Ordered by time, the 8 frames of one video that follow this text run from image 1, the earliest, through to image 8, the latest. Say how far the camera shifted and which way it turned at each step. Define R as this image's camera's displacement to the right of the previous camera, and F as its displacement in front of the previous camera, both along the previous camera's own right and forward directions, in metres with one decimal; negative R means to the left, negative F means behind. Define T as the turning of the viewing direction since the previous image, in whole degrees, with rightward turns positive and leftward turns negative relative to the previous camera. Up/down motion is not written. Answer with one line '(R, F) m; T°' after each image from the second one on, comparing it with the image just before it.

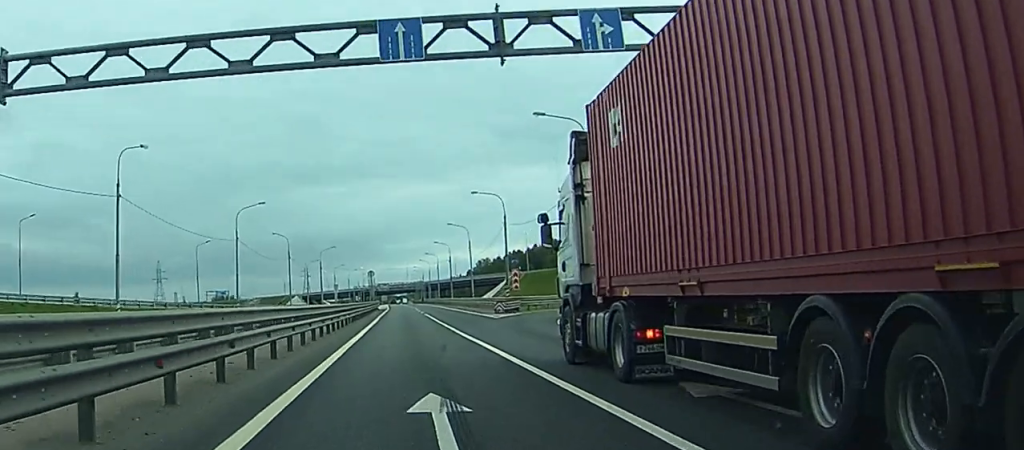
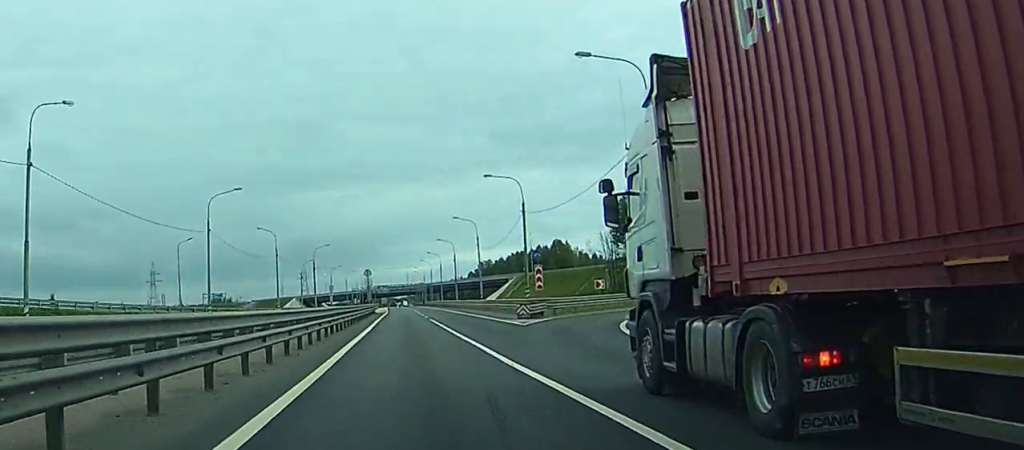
(0.0, +12.5) m; 0°
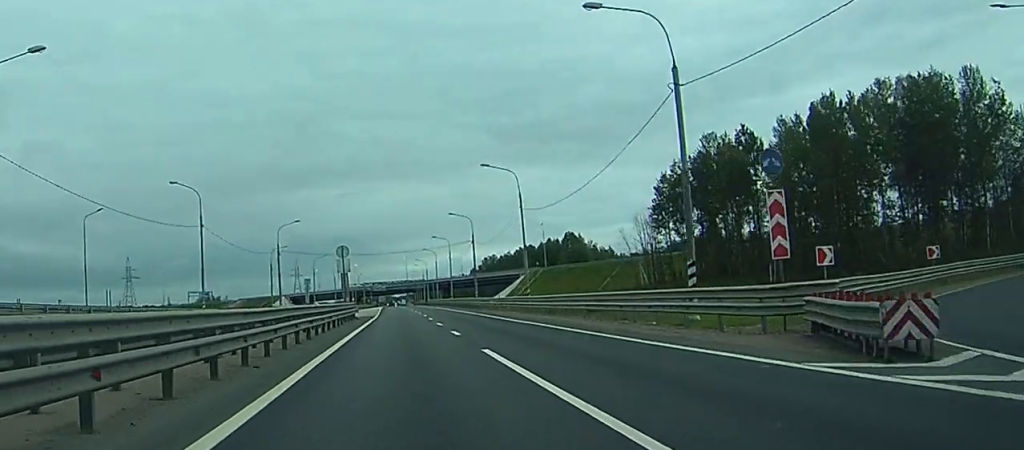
(+0.1, +41.2) m; +1°
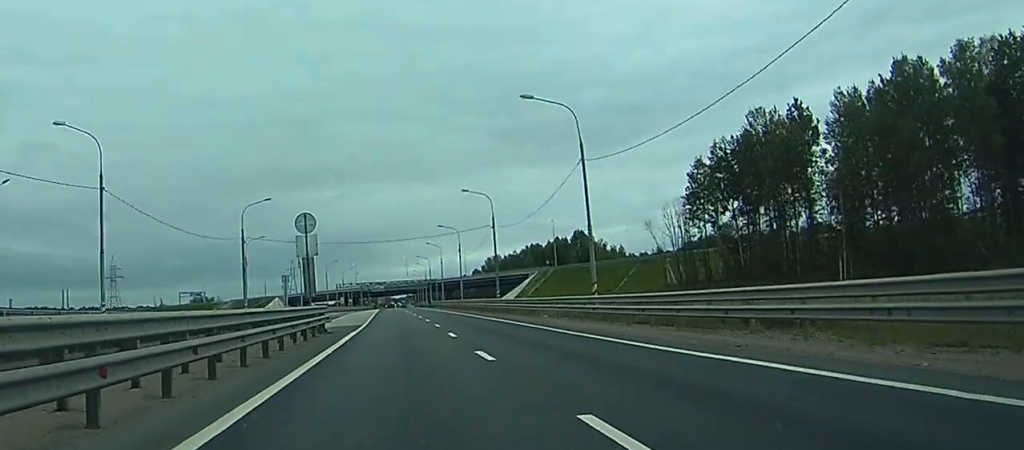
(+0.2, +24.2) m; +2°
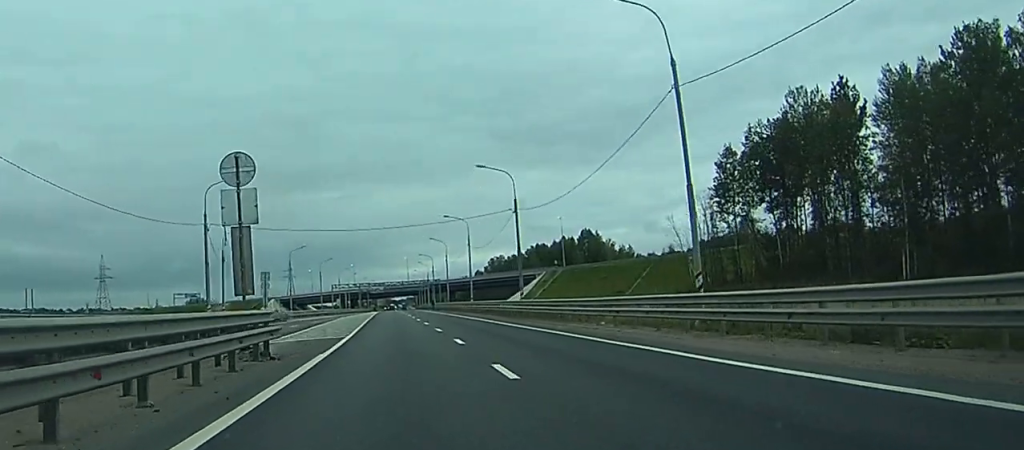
(+0.3, +16.2) m; 0°
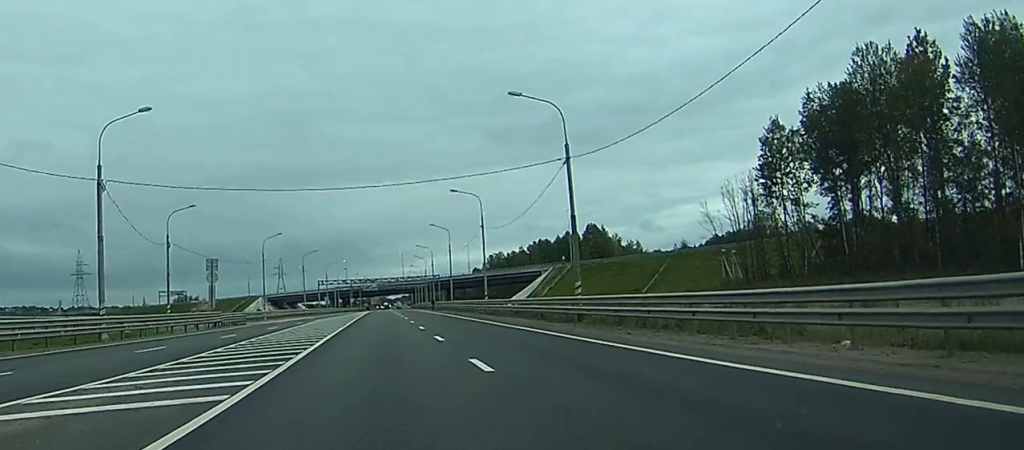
(-0.1, +23.1) m; -1°
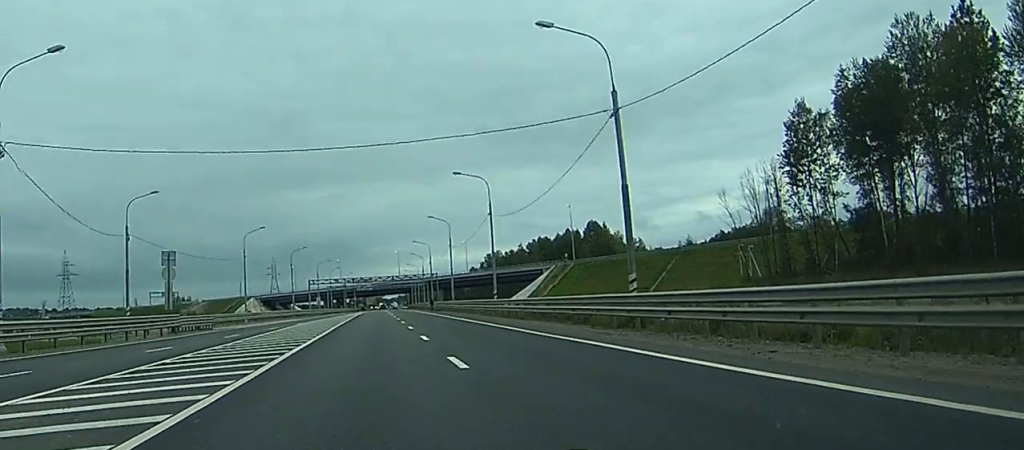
(-0.1, +11.3) m; -1°
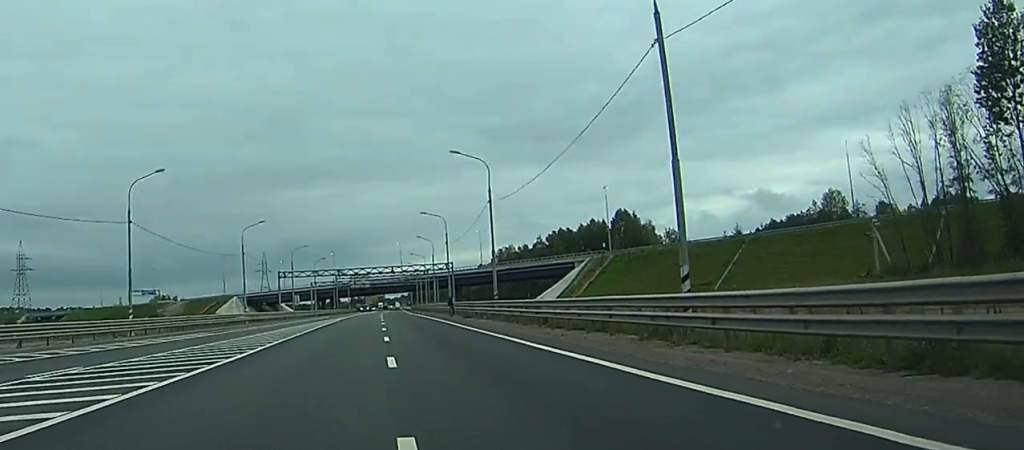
(0.0, +46.7) m; 0°
